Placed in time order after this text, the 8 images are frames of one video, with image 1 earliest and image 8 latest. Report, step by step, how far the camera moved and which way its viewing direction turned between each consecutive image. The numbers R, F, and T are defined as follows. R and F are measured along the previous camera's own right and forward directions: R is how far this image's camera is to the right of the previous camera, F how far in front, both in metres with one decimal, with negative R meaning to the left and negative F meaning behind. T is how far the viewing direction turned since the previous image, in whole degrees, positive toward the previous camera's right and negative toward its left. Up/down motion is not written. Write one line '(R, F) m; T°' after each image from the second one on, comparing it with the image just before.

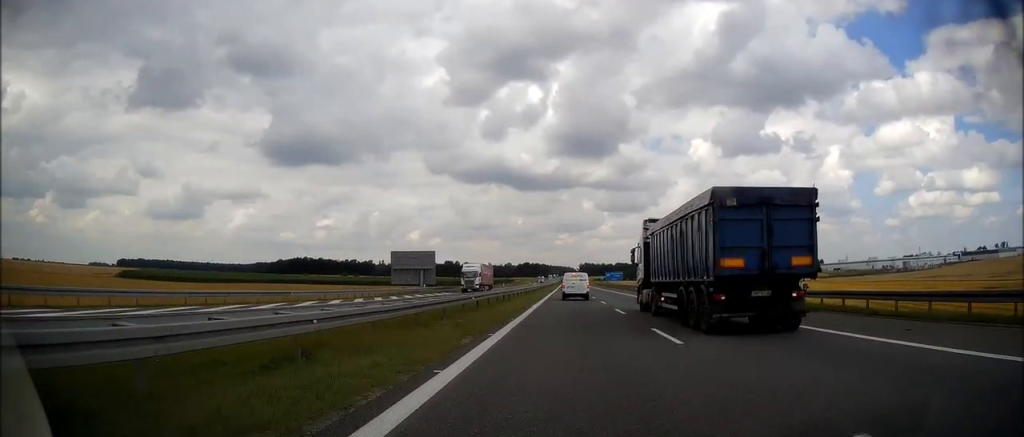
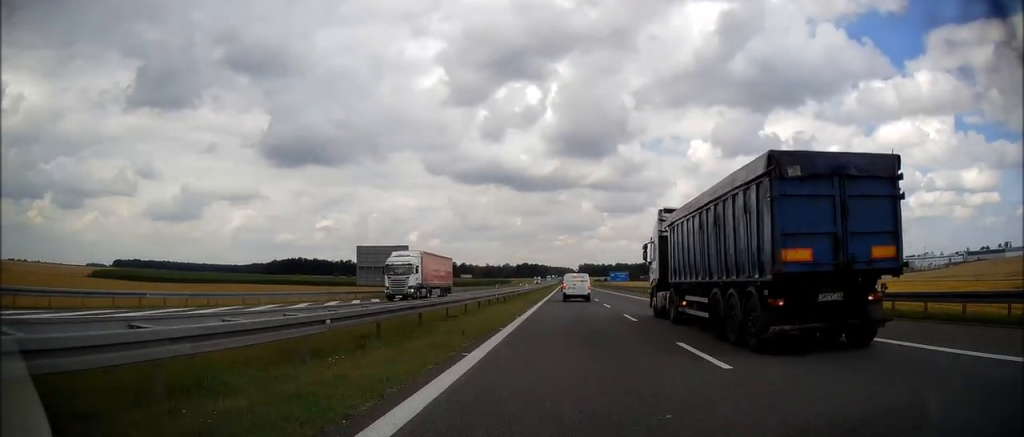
(-0.1, +16.4) m; 0°
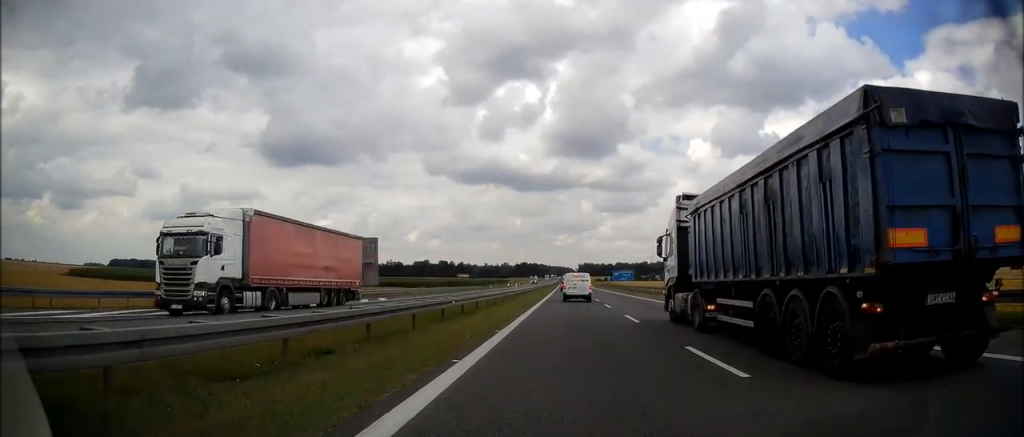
(+0.1, +13.1) m; 0°
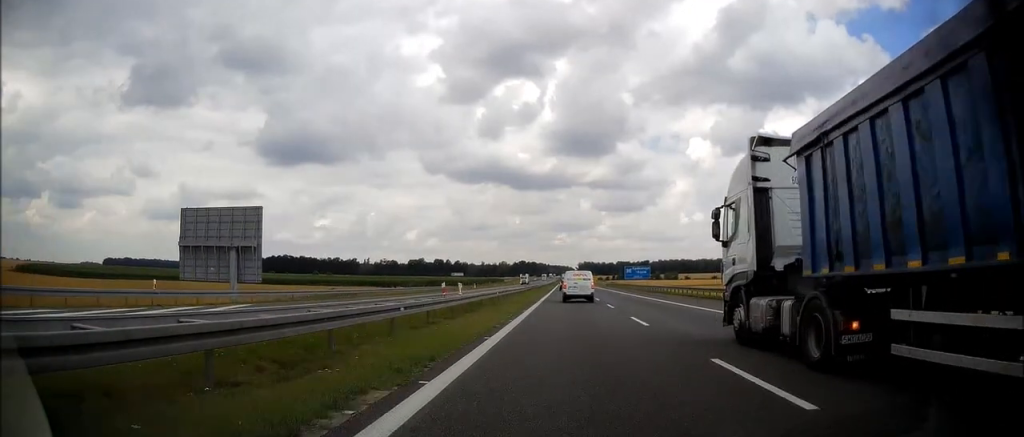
(+0.2, +25.9) m; 0°
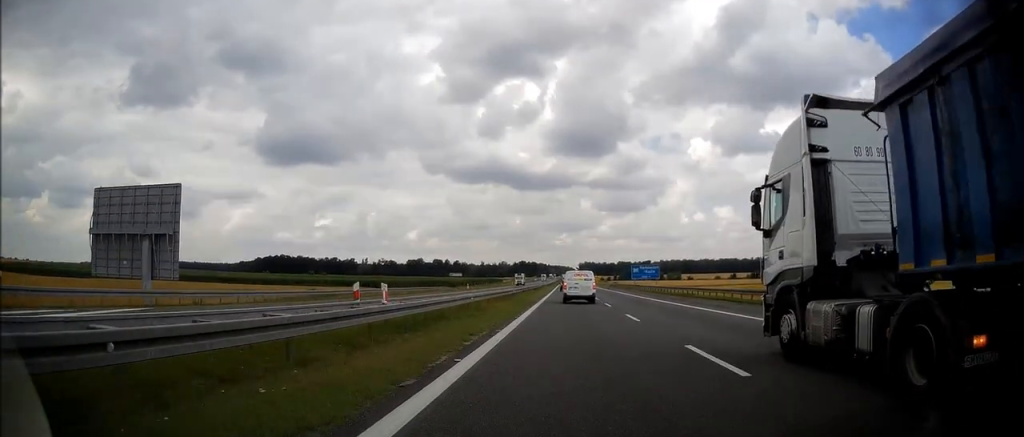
(+0.1, +9.8) m; 0°
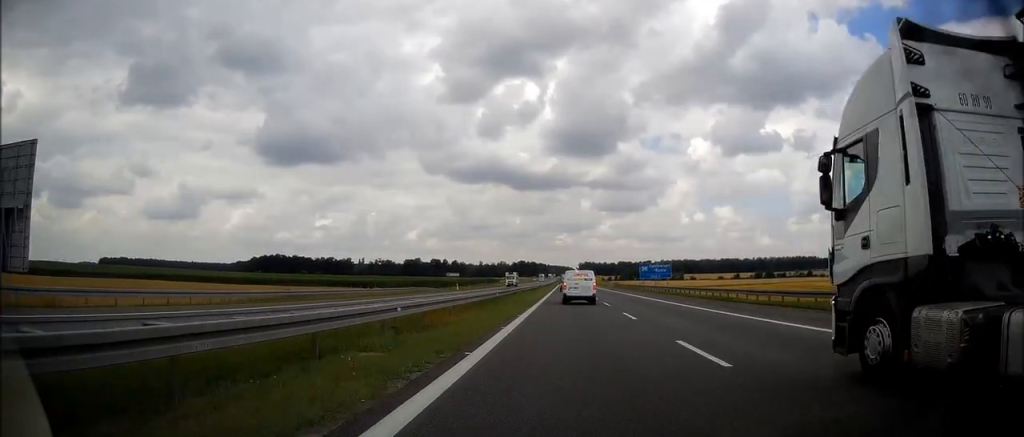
(-0.1, +11.0) m; 0°
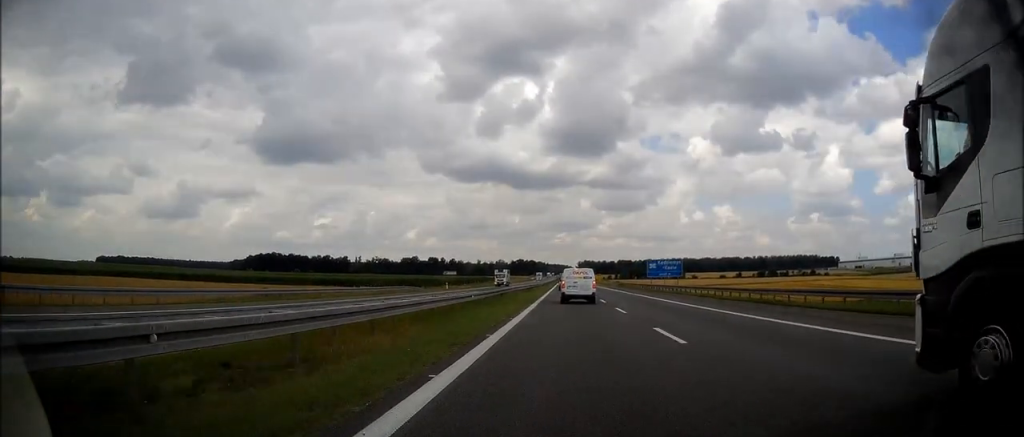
(-0.1, +9.0) m; 0°
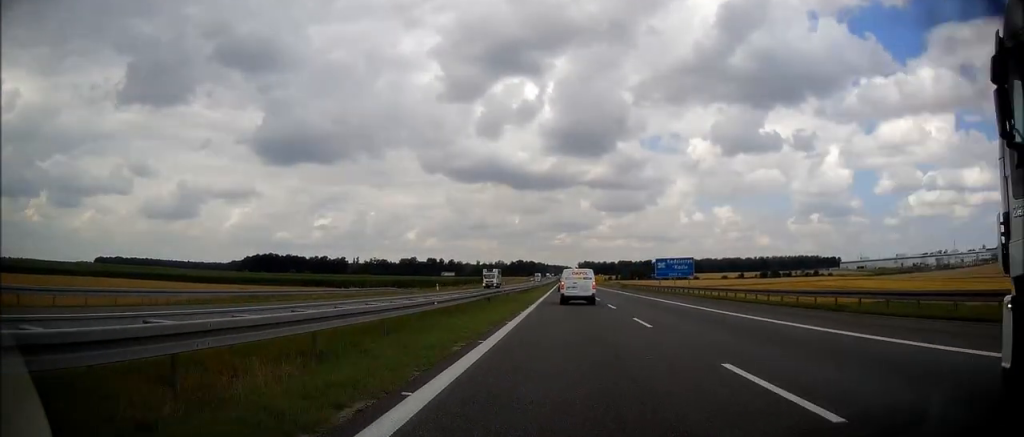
(+0.1, +7.3) m; 0°
